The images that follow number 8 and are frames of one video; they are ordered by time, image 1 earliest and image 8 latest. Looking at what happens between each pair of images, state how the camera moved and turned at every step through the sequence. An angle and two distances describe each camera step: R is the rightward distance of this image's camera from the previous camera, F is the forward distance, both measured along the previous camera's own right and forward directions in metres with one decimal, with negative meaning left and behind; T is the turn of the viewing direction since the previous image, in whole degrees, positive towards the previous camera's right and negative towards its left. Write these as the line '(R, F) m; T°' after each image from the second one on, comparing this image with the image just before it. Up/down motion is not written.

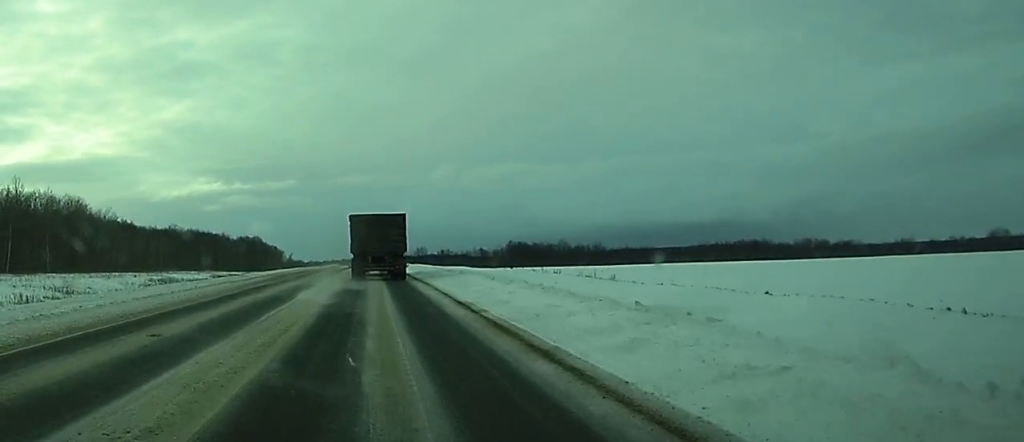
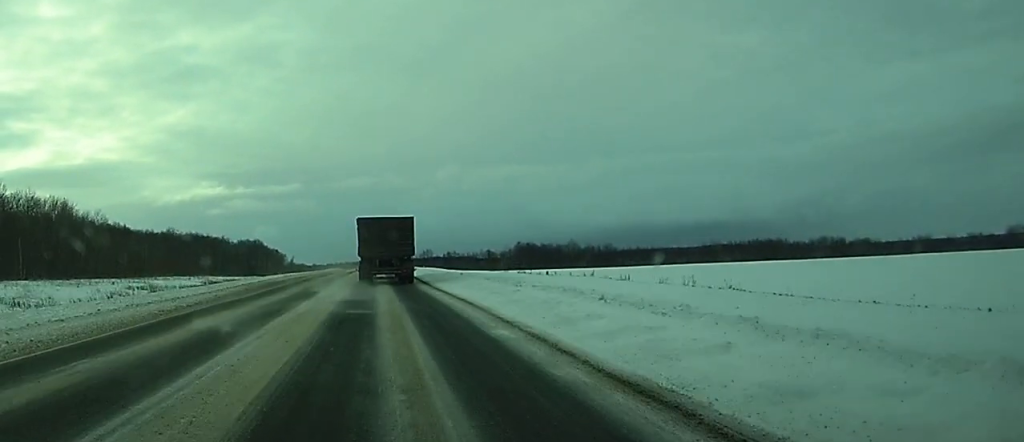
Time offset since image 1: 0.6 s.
(0.0, +13.9) m; 0°
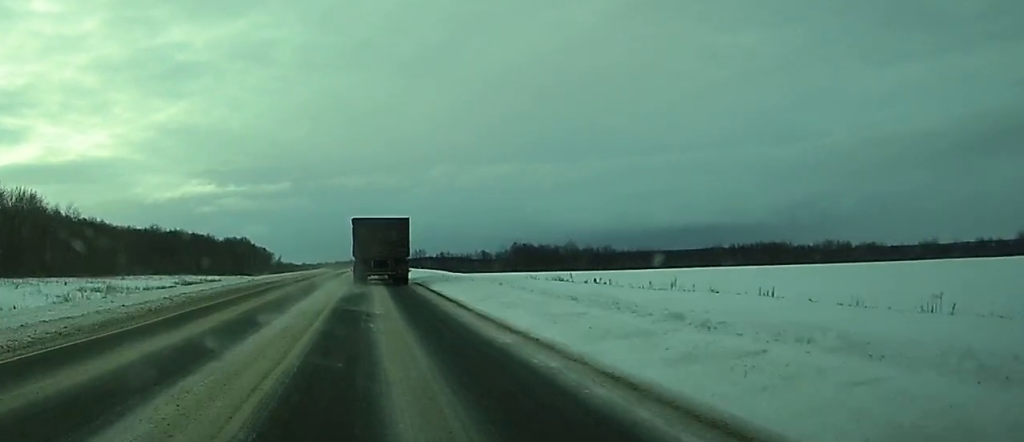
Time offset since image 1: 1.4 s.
(0.0, +16.1) m; -1°
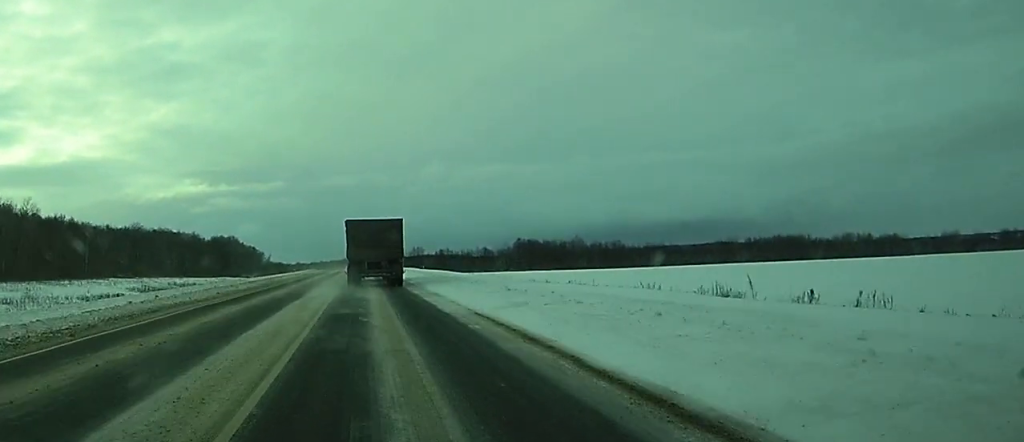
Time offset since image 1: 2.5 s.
(-0.3, +25.8) m; 0°
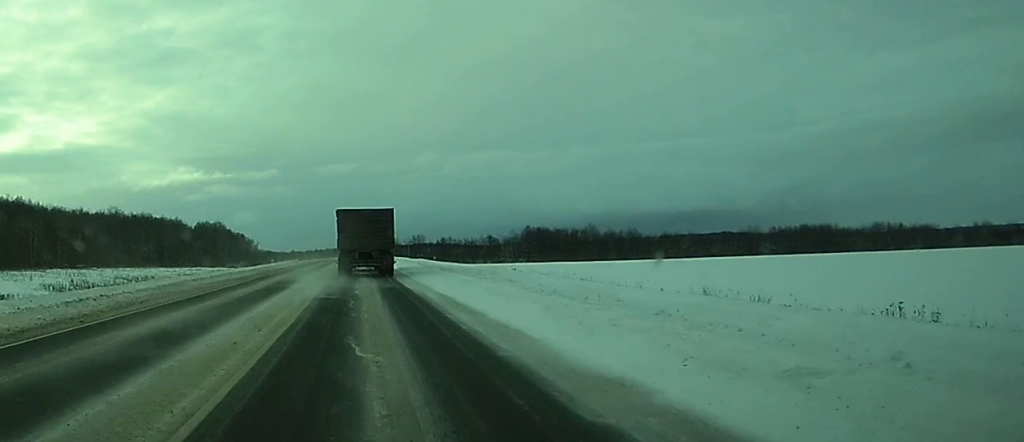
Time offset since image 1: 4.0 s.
(+0.3, +31.8) m; +1°
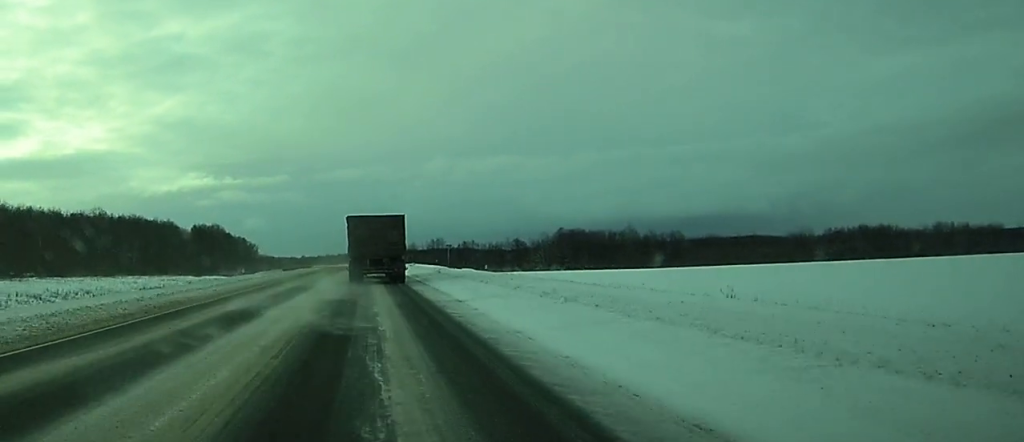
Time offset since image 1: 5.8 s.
(-0.1, +40.7) m; 0°
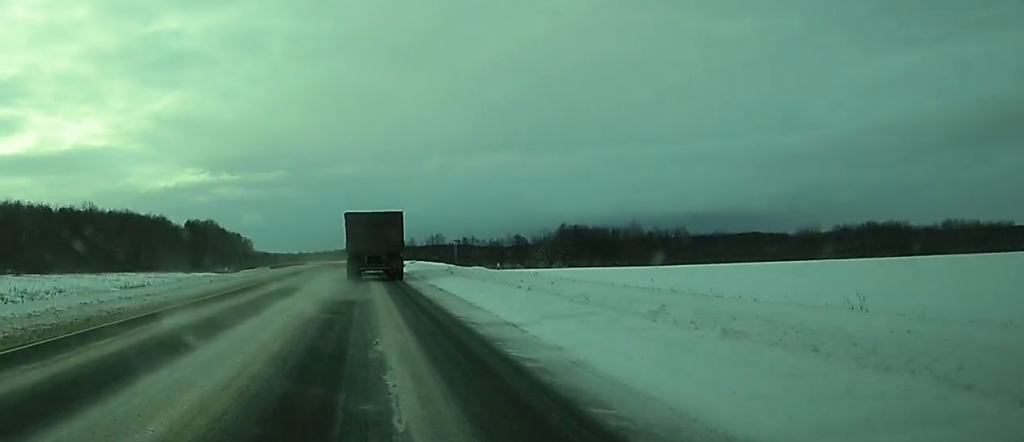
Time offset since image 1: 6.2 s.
(0.0, +8.8) m; 0°
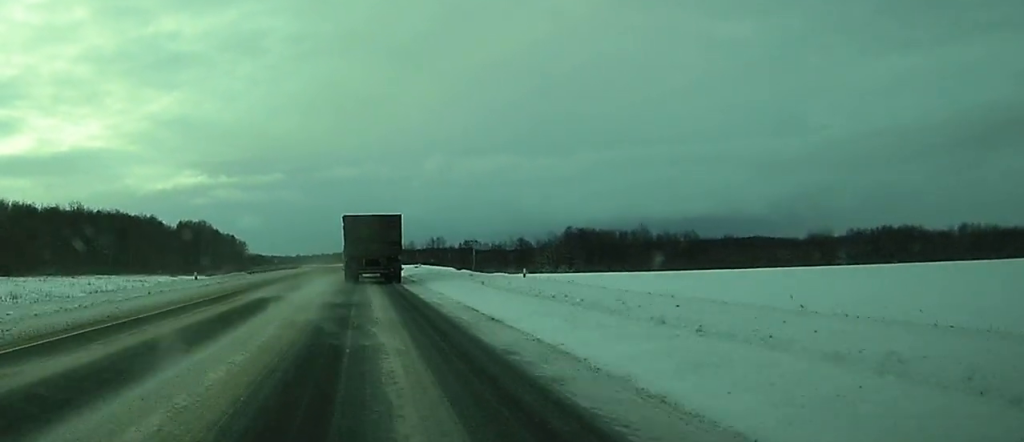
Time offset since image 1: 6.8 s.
(+0.1, +12.5) m; +1°
